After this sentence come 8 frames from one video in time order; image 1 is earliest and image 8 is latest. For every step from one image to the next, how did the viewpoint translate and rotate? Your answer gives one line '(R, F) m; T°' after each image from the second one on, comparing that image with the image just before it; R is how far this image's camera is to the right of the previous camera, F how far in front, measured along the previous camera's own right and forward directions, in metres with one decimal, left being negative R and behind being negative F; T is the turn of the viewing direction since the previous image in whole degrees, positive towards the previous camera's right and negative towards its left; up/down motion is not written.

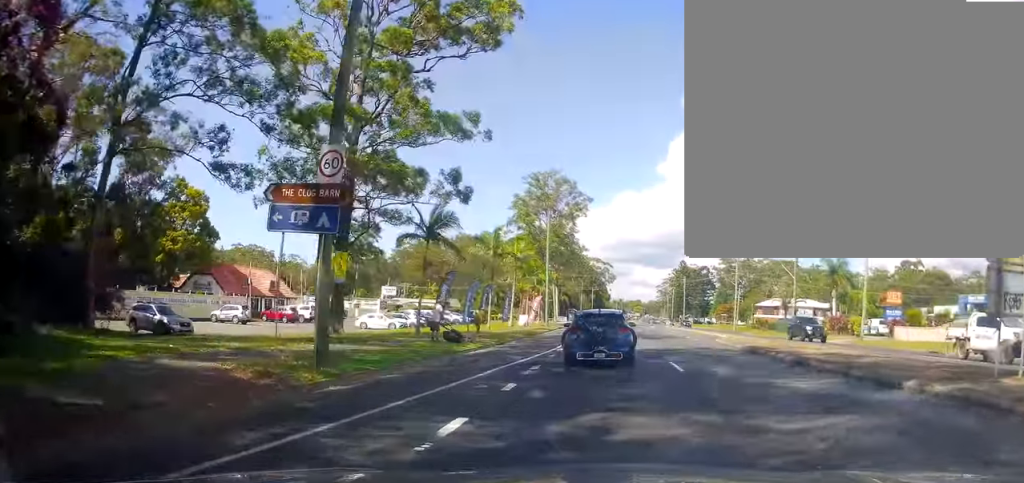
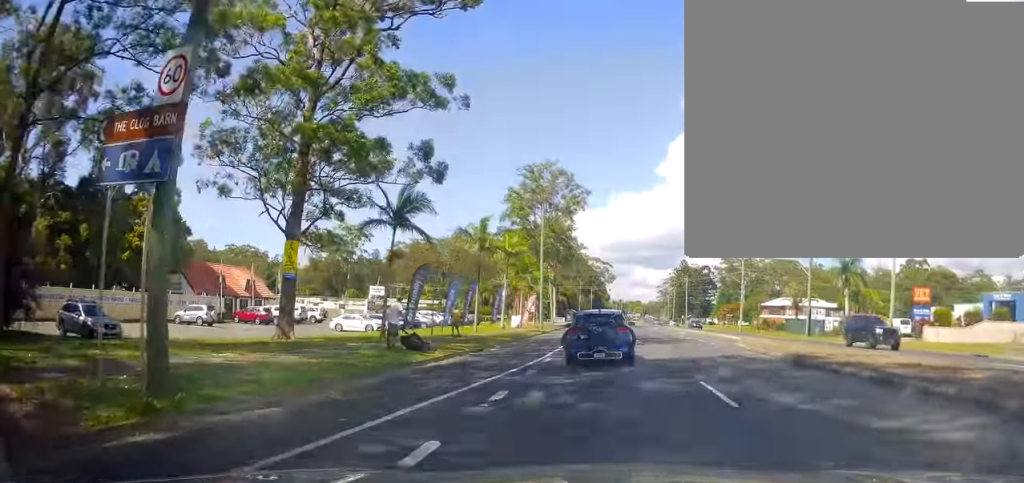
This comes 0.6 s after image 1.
(0.0, +5.3) m; +1°
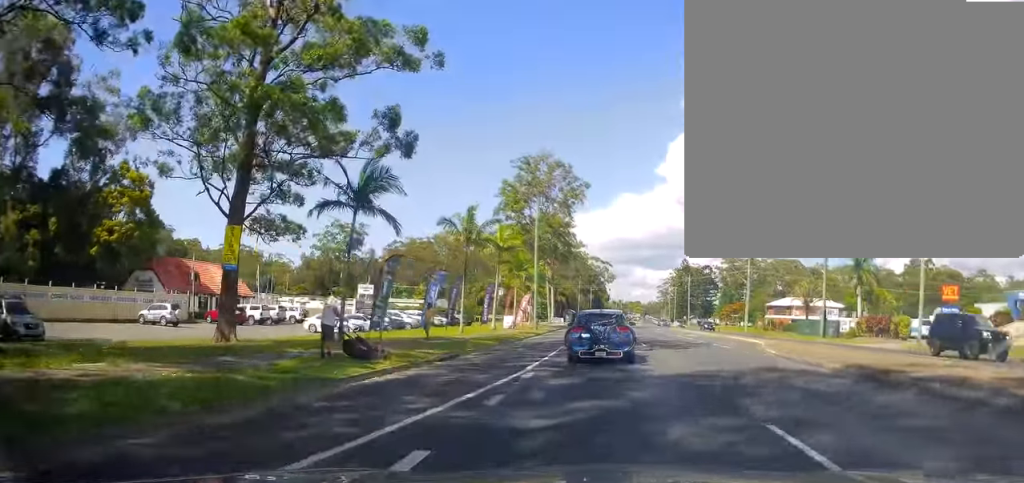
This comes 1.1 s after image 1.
(+0.2, +4.8) m; 0°
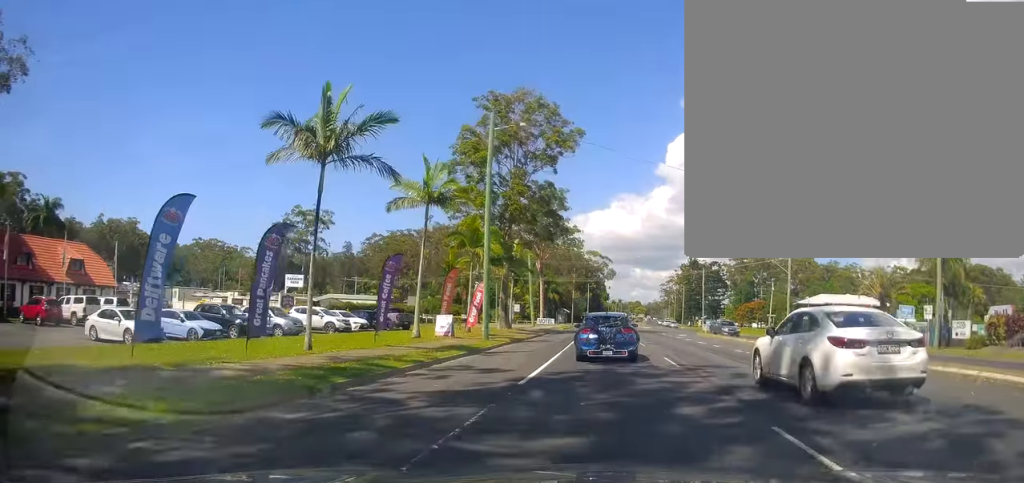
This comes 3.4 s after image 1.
(+0.1, +22.2) m; 0°
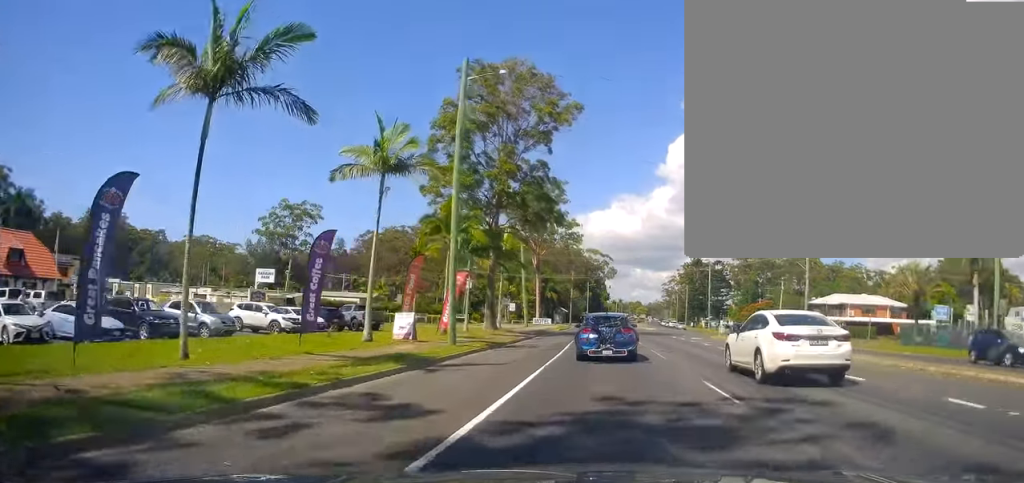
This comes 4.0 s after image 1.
(-0.2, +6.6) m; 0°
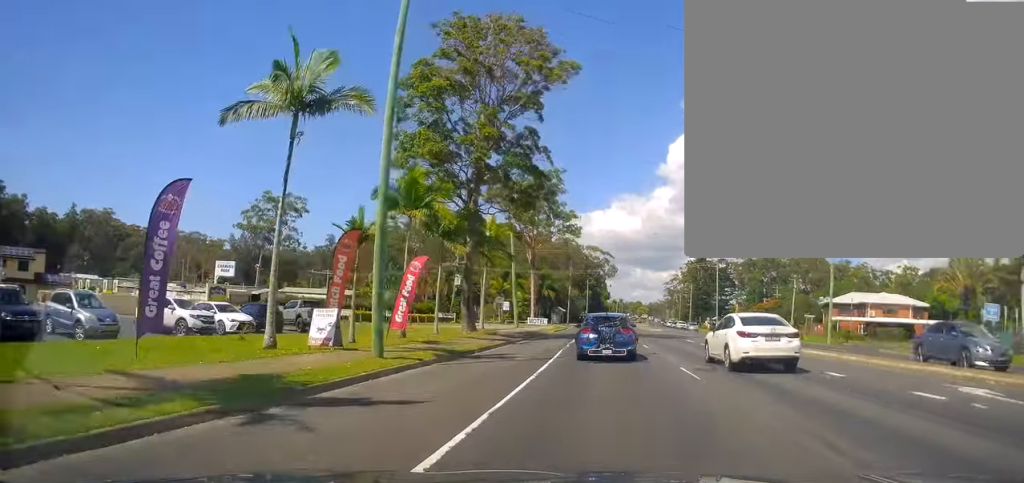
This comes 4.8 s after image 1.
(0.0, +7.8) m; -1°
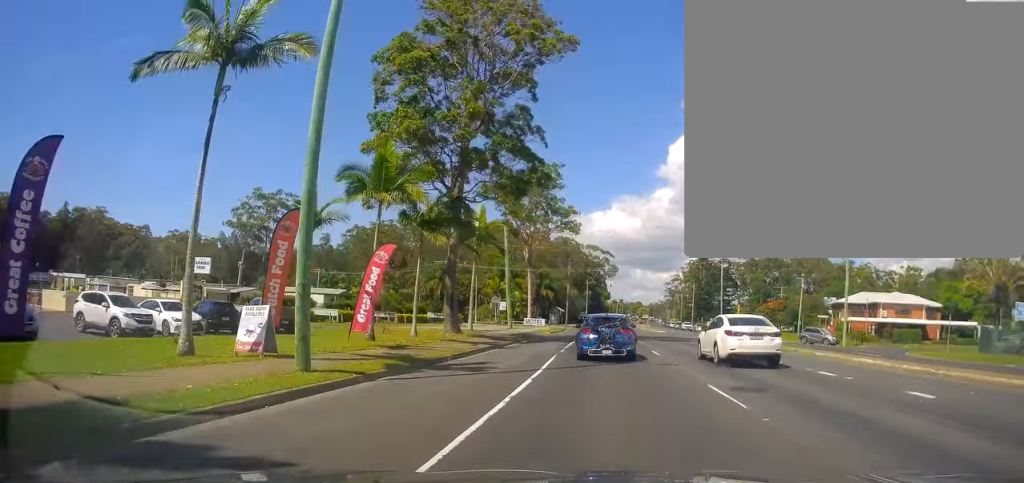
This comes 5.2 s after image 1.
(+0.3, +4.1) m; -1°
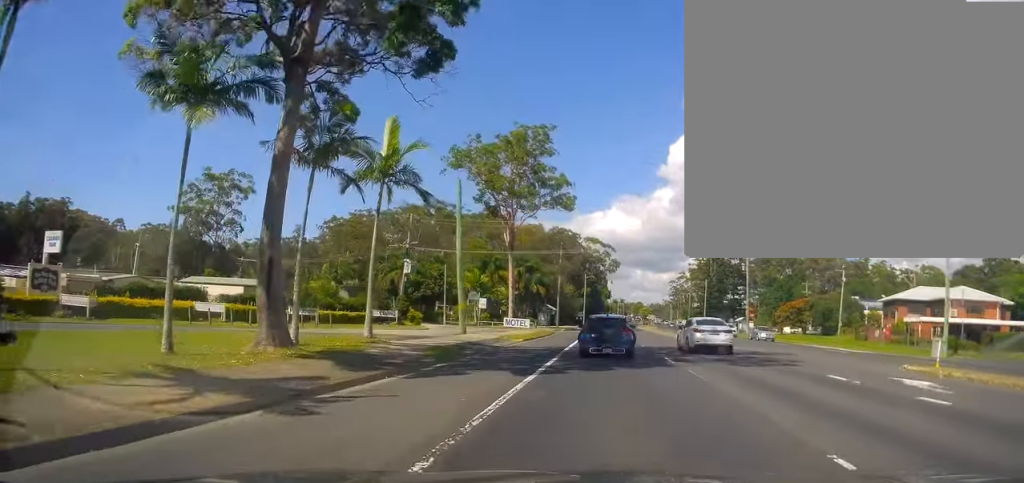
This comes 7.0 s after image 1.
(-0.9, +19.1) m; +1°
